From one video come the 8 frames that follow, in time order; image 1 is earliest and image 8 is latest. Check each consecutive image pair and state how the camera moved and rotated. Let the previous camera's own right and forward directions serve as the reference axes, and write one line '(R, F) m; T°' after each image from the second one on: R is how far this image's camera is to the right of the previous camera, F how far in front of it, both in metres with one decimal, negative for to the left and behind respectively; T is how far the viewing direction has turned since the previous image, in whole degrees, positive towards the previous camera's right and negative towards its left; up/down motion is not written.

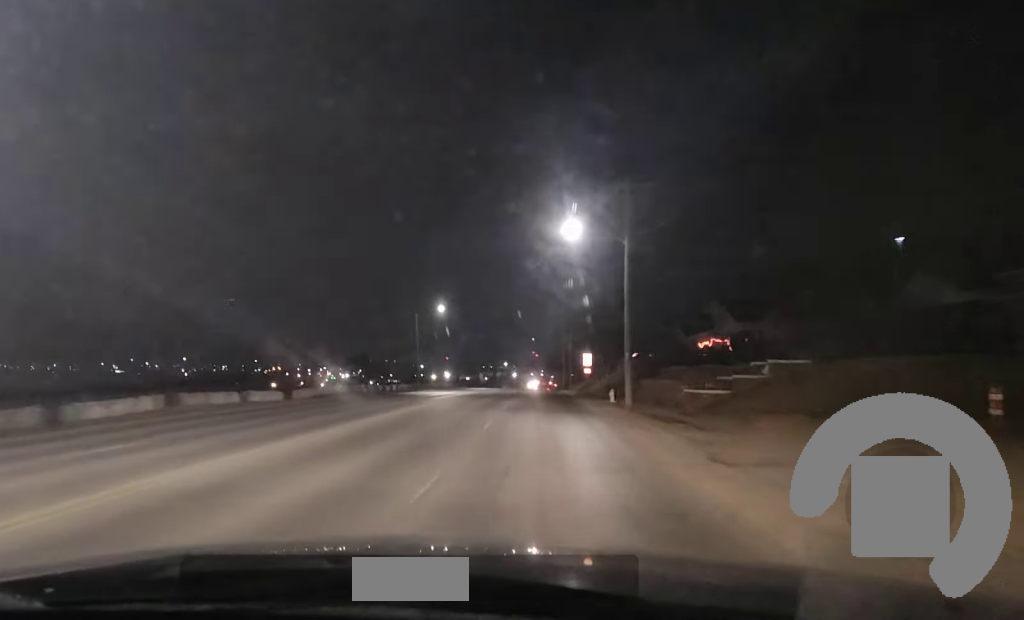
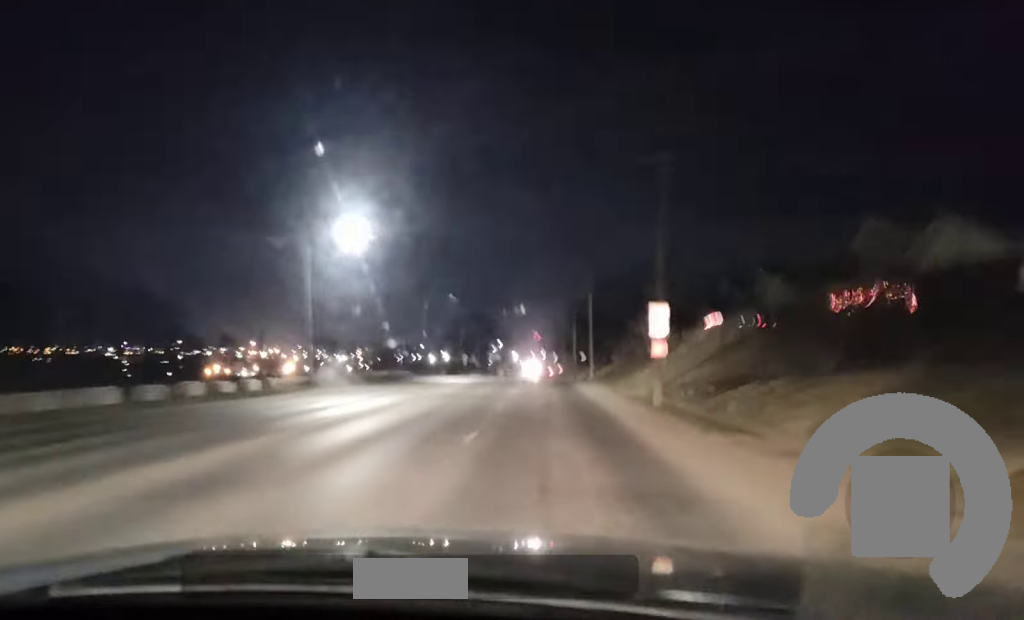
(-0.3, +44.2) m; 0°
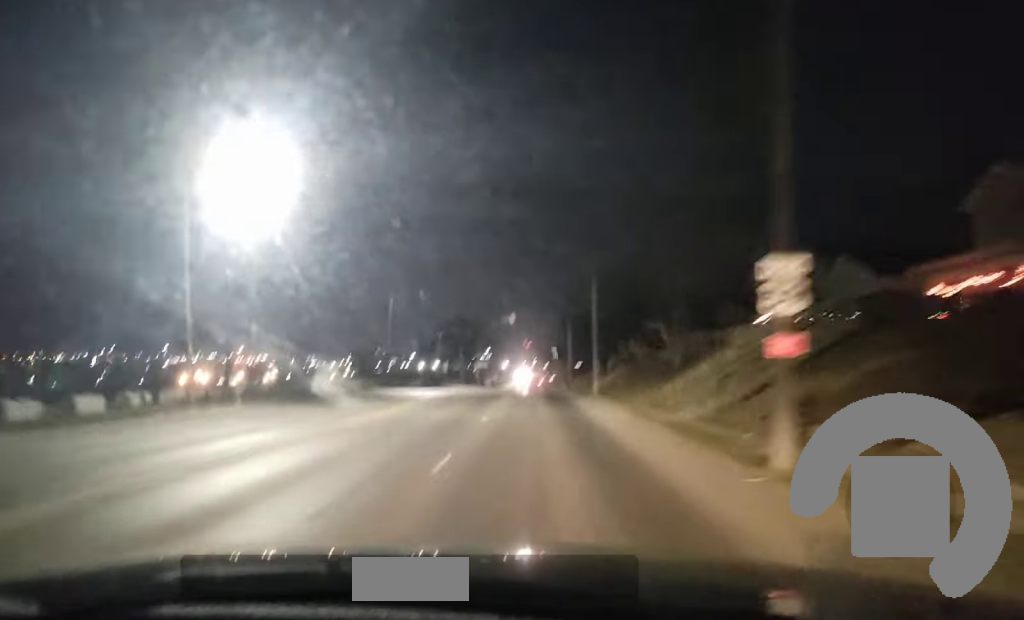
(+0.2, +14.3) m; +1°
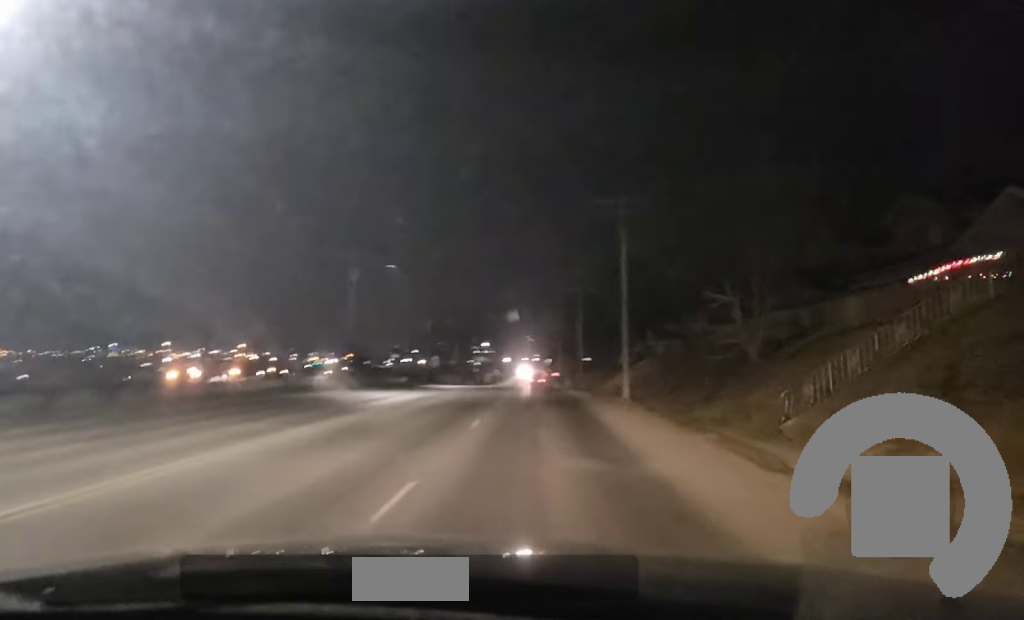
(+0.1, +16.4) m; -1°
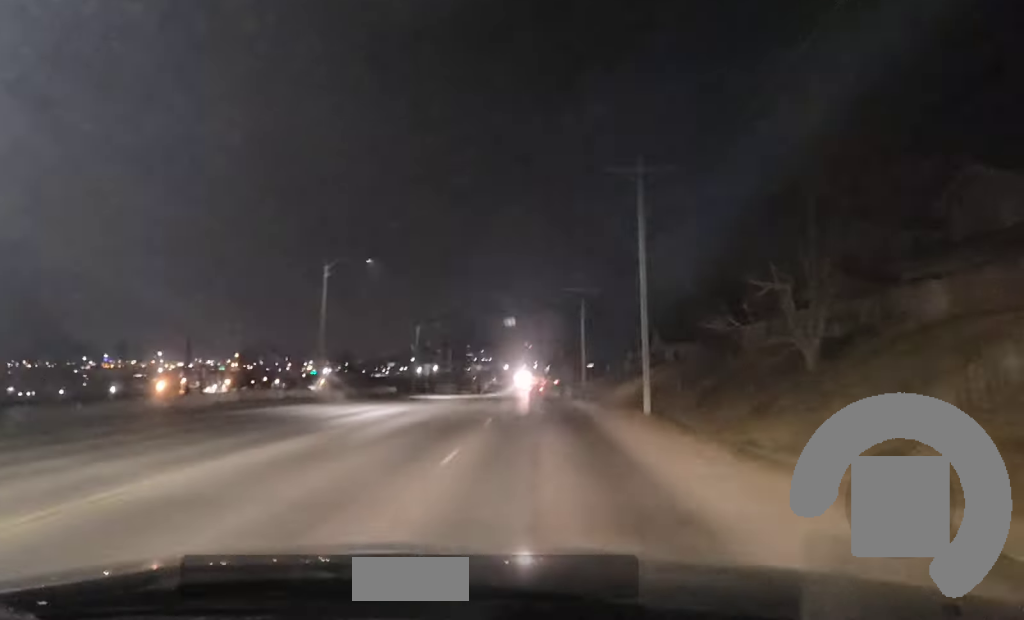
(-0.1, +6.2) m; -1°
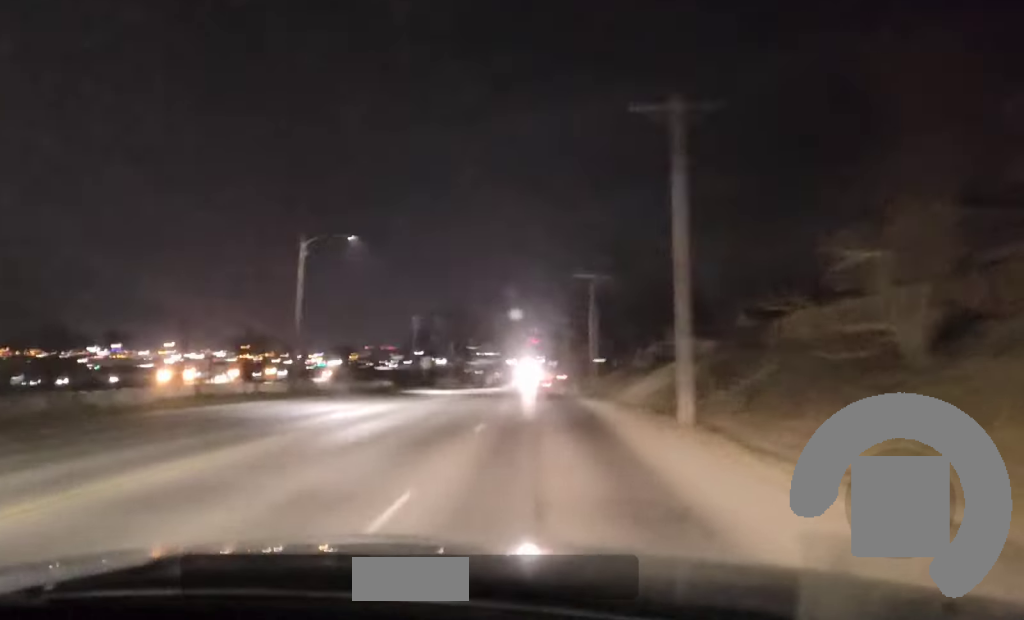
(-0.1, +6.9) m; 0°
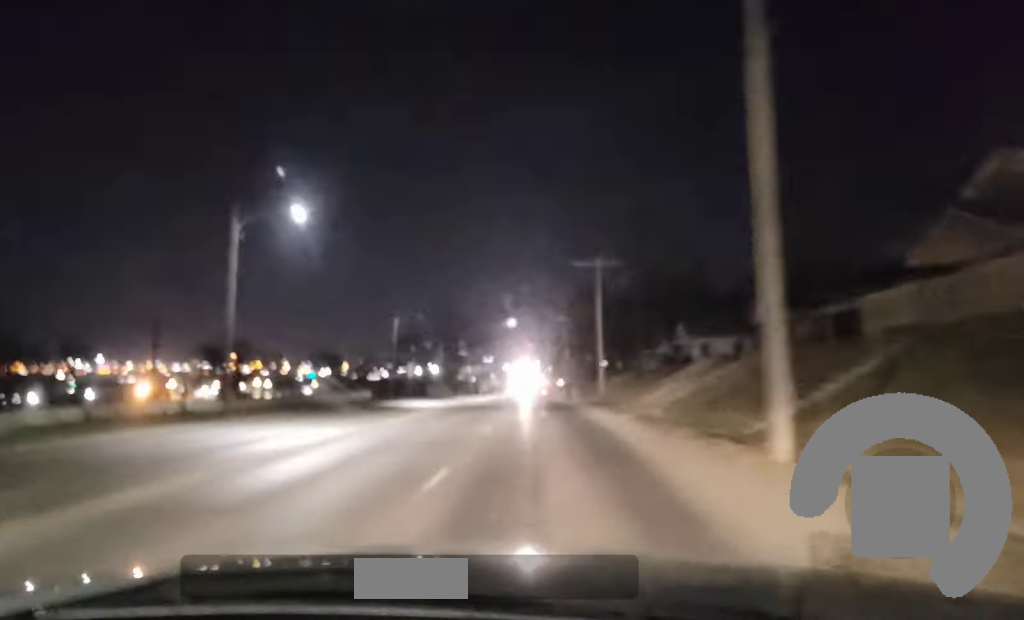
(+0.1, +9.1) m; +1°
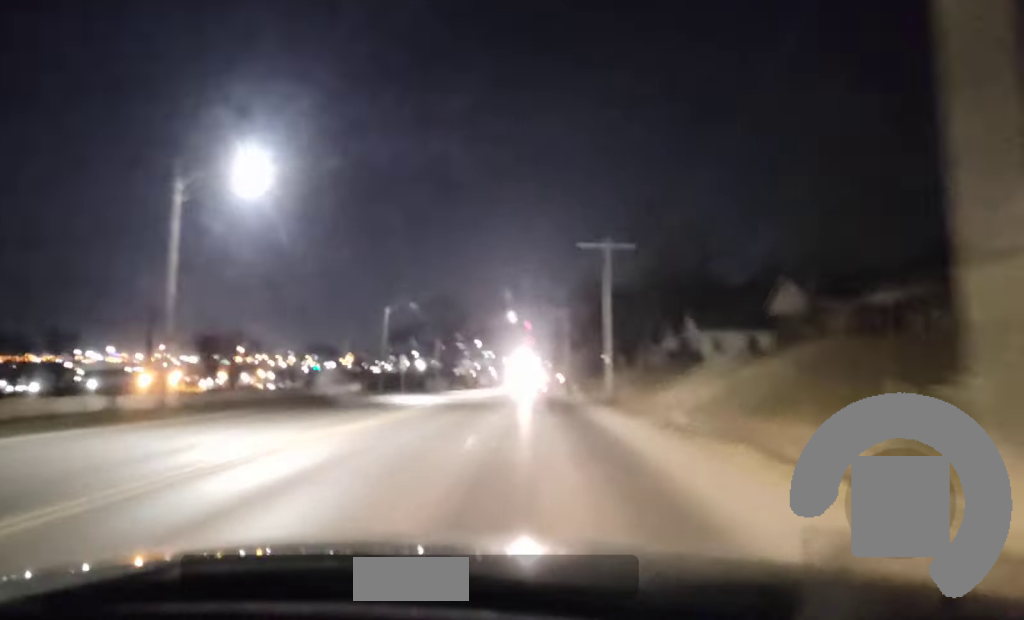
(0.0, +6.3) m; 0°
